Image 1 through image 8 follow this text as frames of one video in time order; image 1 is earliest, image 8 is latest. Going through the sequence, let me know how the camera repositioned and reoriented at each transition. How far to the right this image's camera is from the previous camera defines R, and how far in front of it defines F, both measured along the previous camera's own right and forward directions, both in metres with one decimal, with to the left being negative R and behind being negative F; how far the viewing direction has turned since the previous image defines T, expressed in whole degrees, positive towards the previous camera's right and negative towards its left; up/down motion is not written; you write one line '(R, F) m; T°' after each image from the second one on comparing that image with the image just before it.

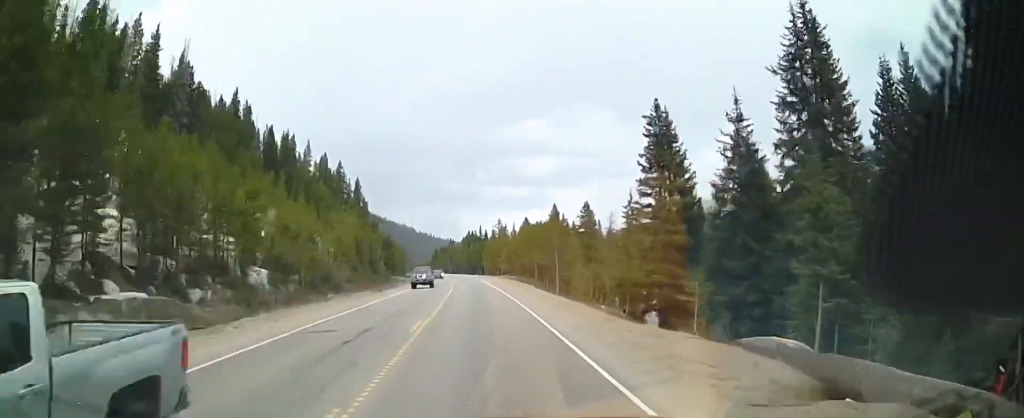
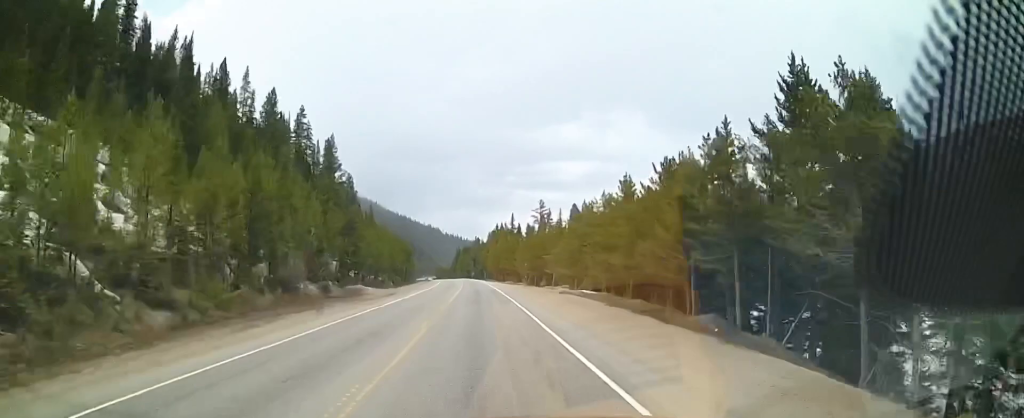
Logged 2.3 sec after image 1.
(-1.2, +56.4) m; -2°
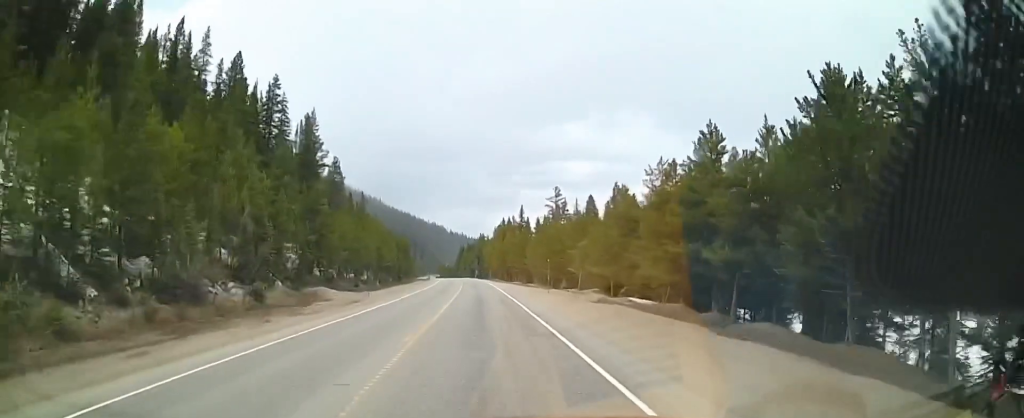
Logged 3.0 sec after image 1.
(-0.5, +17.0) m; -1°
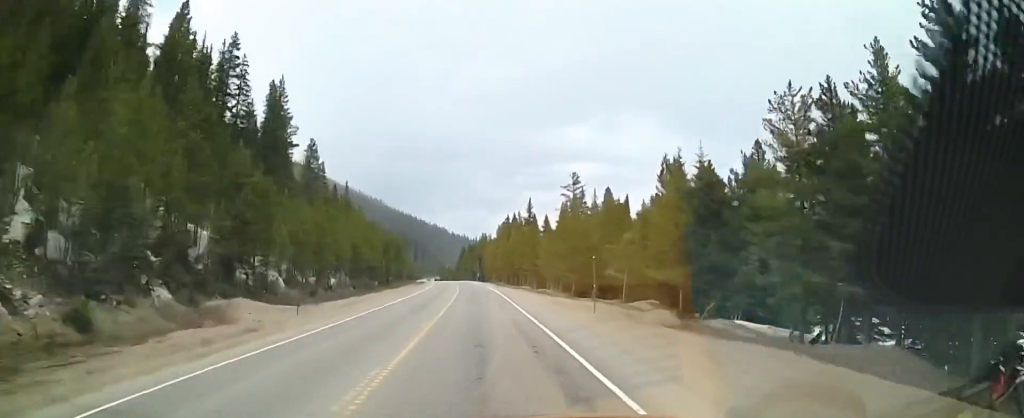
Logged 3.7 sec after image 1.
(+0.1, +17.8) m; 0°
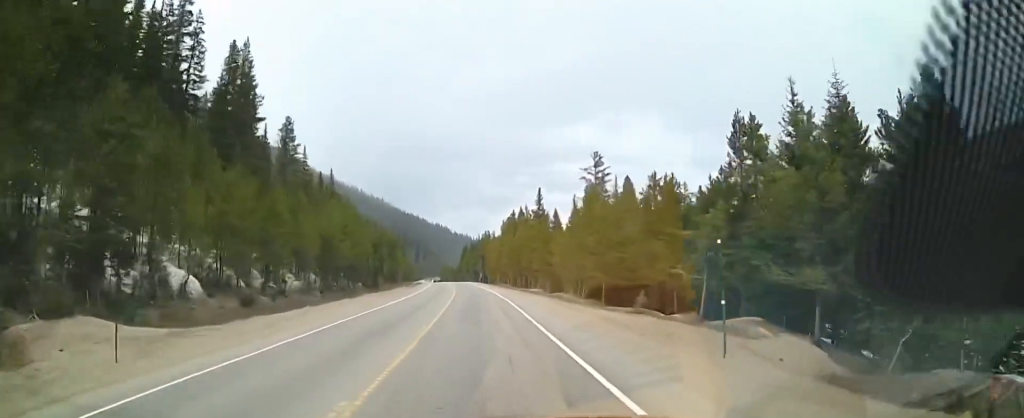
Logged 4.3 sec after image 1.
(+0.1, +14.6) m; 0°
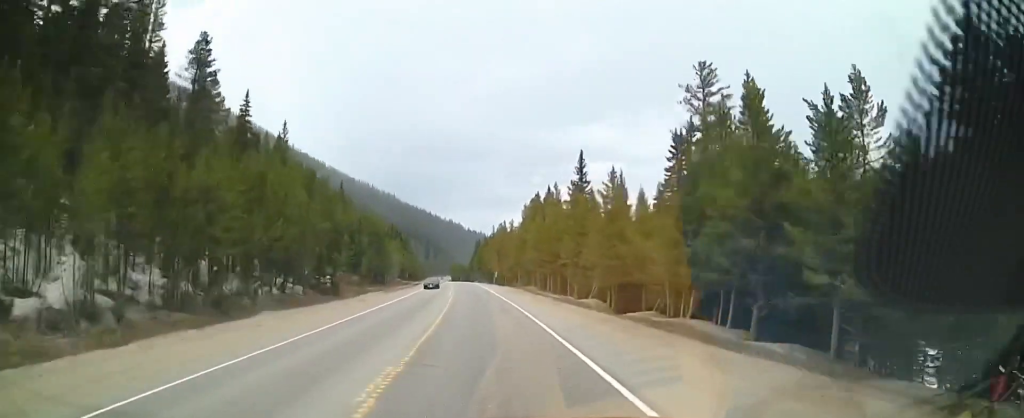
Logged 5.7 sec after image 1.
(-0.1, +32.5) m; -1°
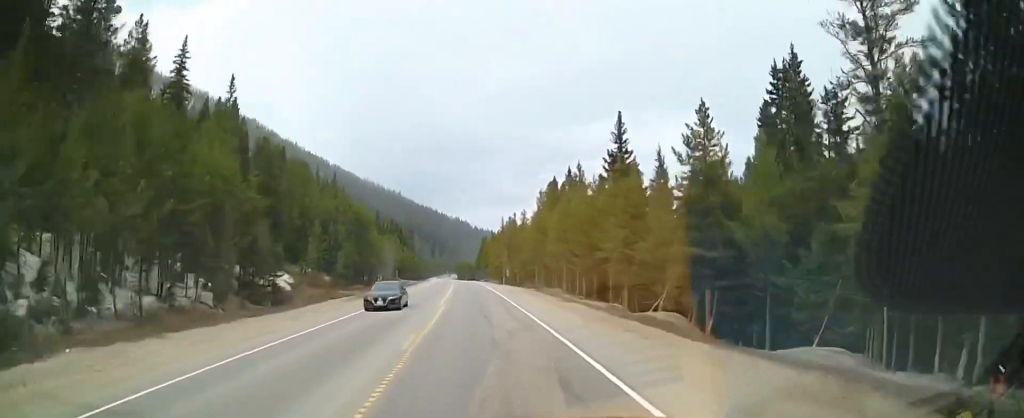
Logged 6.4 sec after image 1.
(0.0, +18.6) m; -1°
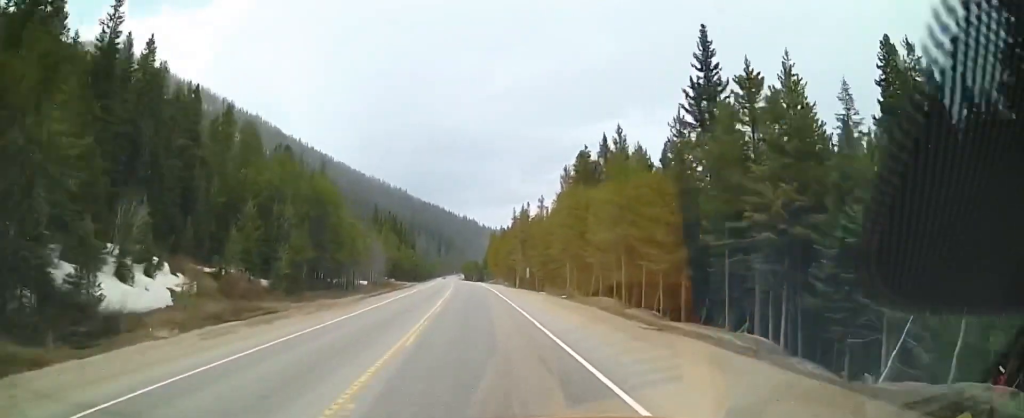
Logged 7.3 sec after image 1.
(-0.6, +21.8) m; -2°
